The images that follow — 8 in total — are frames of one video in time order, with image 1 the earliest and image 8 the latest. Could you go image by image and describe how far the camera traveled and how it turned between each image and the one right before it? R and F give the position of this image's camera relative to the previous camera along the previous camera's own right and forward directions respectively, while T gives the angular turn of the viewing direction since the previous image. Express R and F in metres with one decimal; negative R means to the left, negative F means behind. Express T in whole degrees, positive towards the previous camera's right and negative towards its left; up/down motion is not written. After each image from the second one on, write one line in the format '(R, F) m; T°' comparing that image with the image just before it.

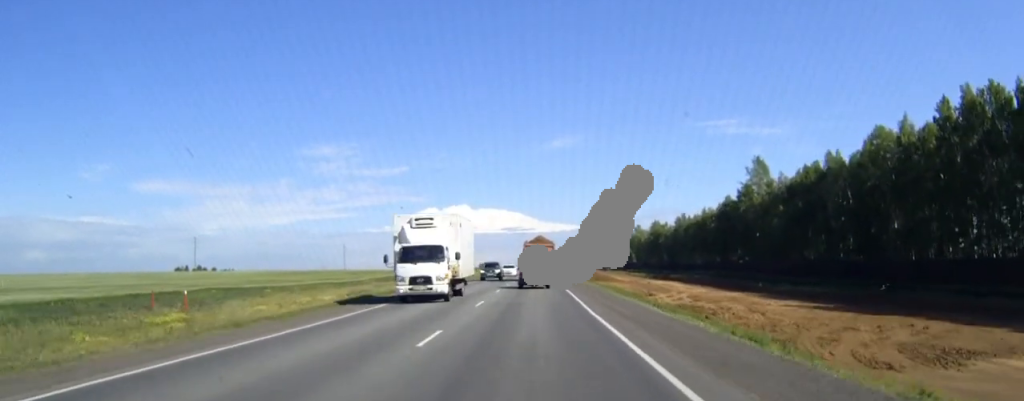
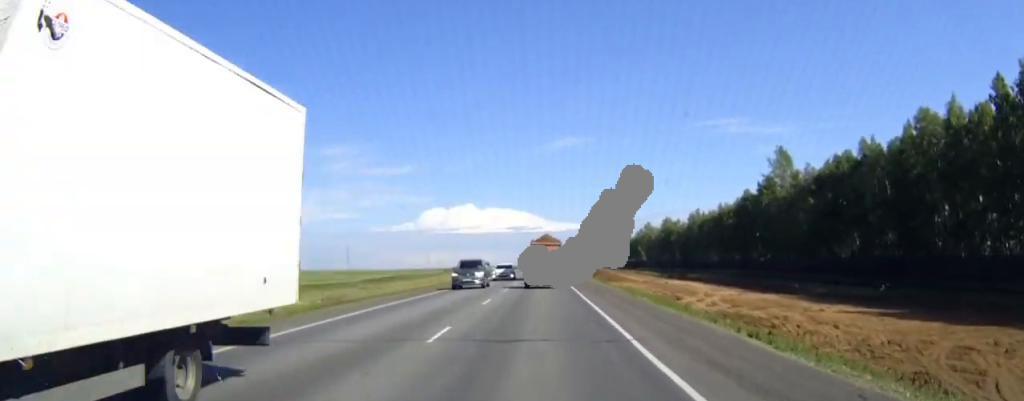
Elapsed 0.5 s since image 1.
(-0.1, +11.4) m; 0°
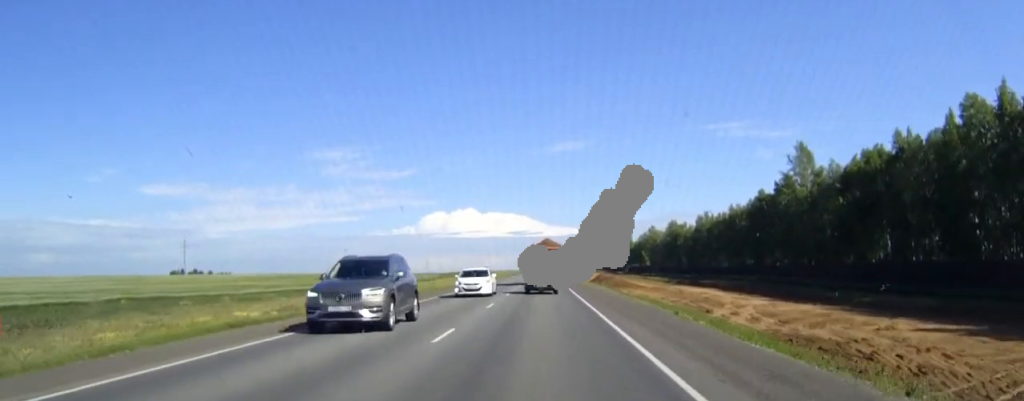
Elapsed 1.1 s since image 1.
(0.0, +11.4) m; 0°
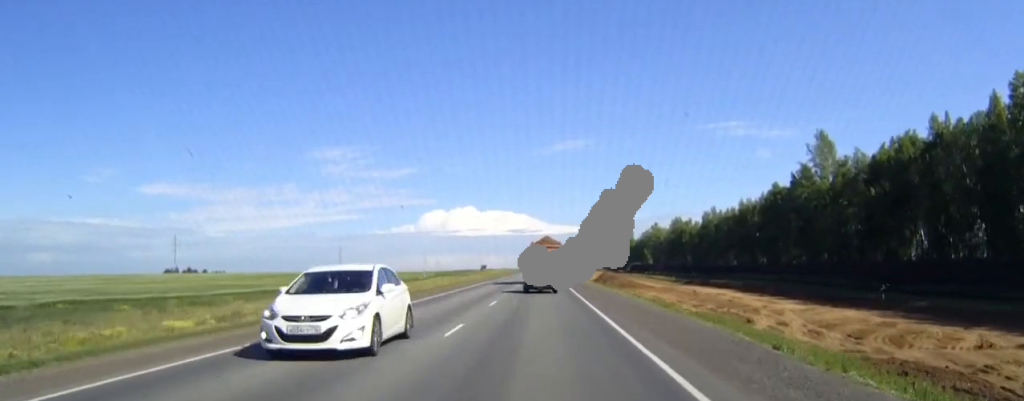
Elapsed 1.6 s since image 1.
(0.0, +10.7) m; 0°
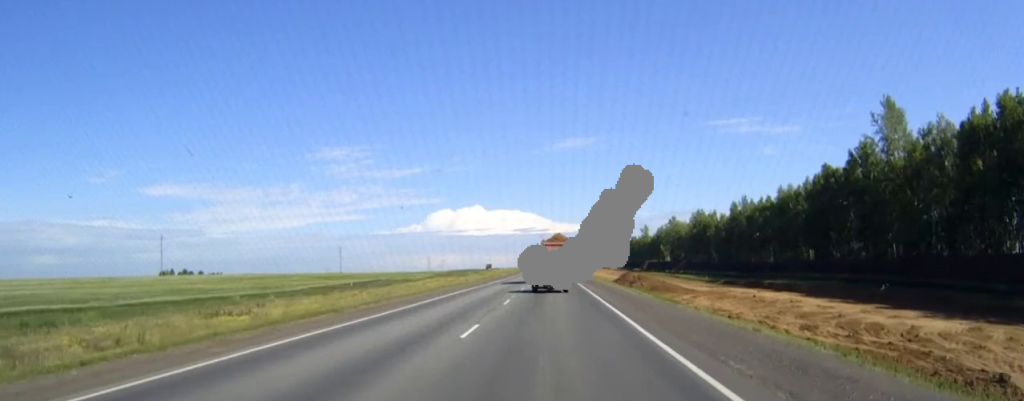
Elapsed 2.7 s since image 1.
(-0.1, +24.3) m; 0°
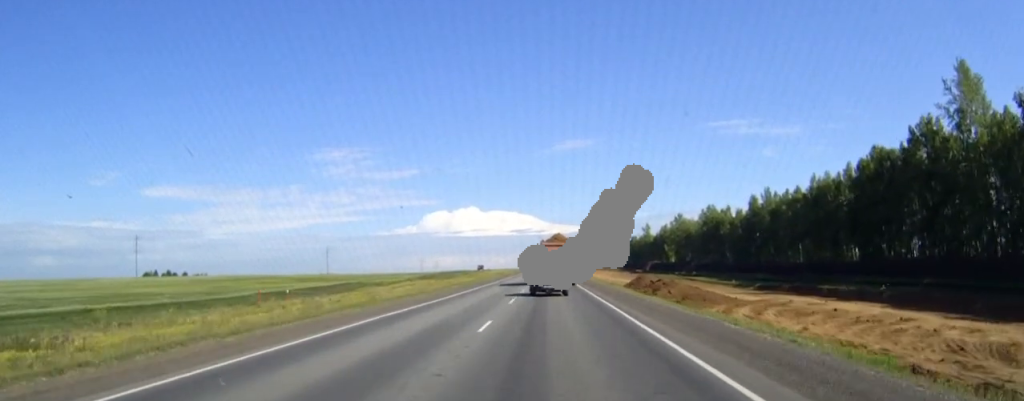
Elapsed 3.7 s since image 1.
(-0.1, +22.2) m; 0°
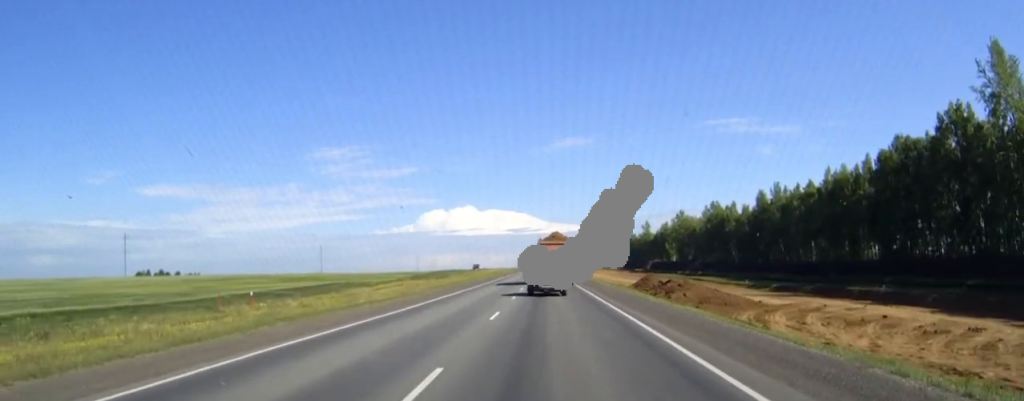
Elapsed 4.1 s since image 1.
(0.0, +8.6) m; 0°
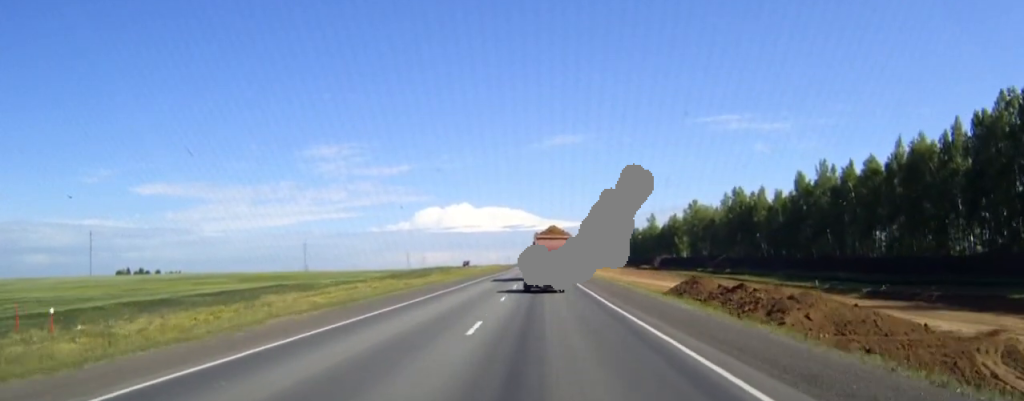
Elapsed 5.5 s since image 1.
(+0.2, +28.9) m; 0°
